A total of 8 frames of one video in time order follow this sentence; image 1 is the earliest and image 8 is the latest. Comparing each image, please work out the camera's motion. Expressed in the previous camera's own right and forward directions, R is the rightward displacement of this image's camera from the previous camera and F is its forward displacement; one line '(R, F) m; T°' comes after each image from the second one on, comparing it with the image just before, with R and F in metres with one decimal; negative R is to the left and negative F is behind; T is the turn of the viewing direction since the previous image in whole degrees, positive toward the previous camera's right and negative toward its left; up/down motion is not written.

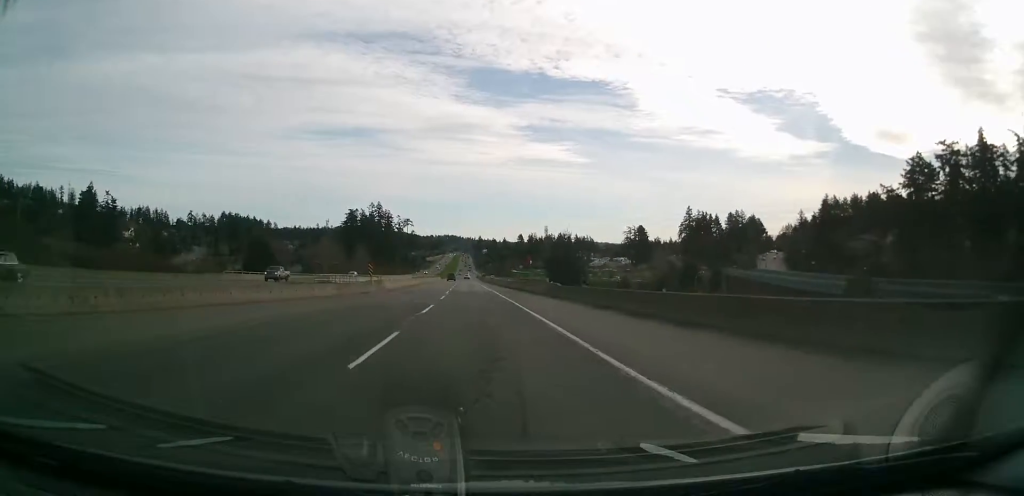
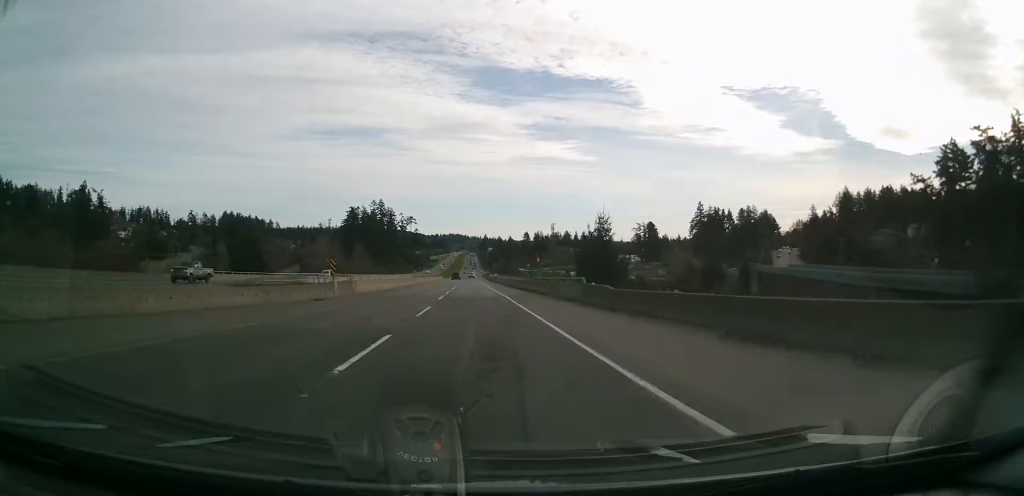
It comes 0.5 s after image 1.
(-0.1, +13.7) m; -1°
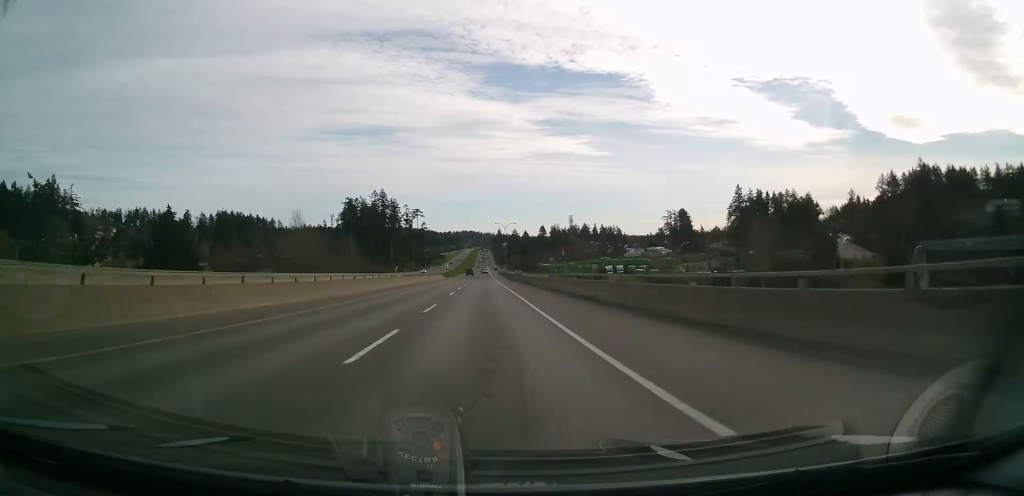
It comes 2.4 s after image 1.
(-0.8, +48.9) m; -1°
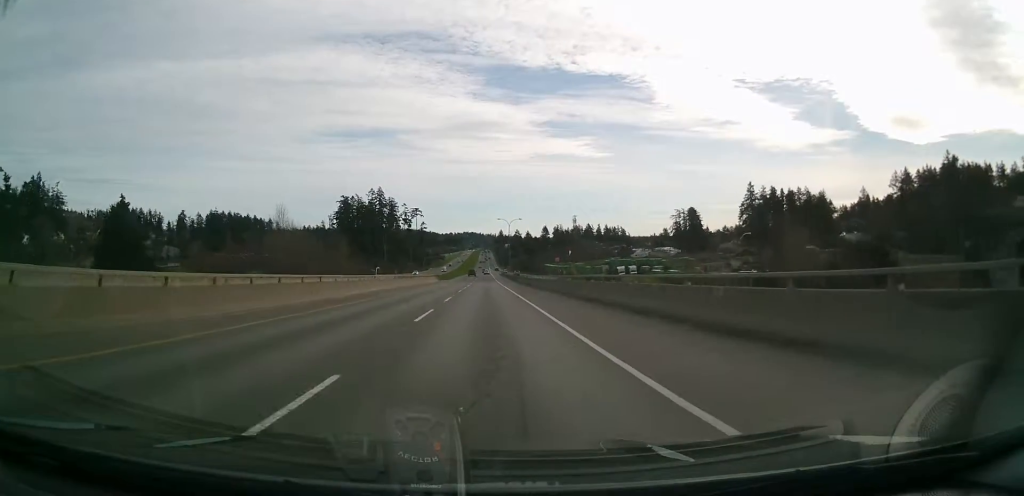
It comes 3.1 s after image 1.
(+0.4, +17.1) m; -1°
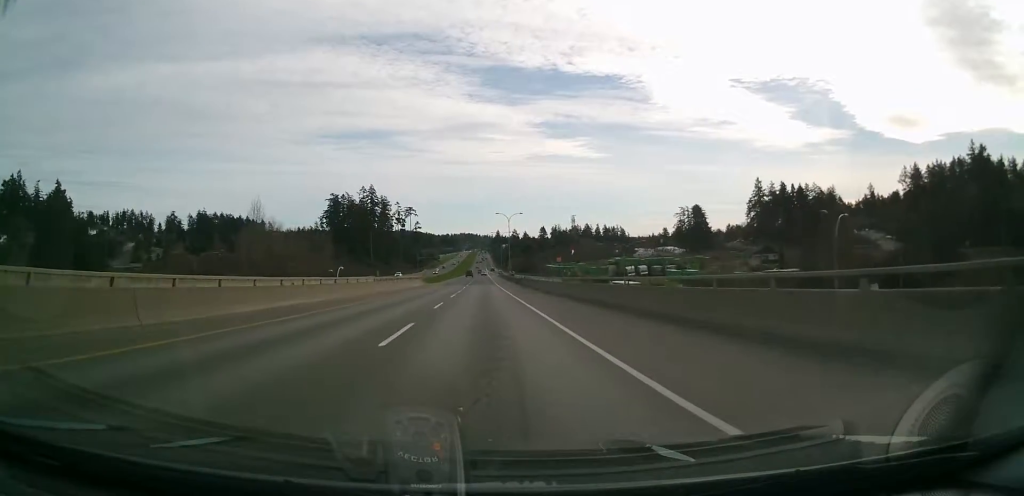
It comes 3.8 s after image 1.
(-0.5, +17.2) m; -1°
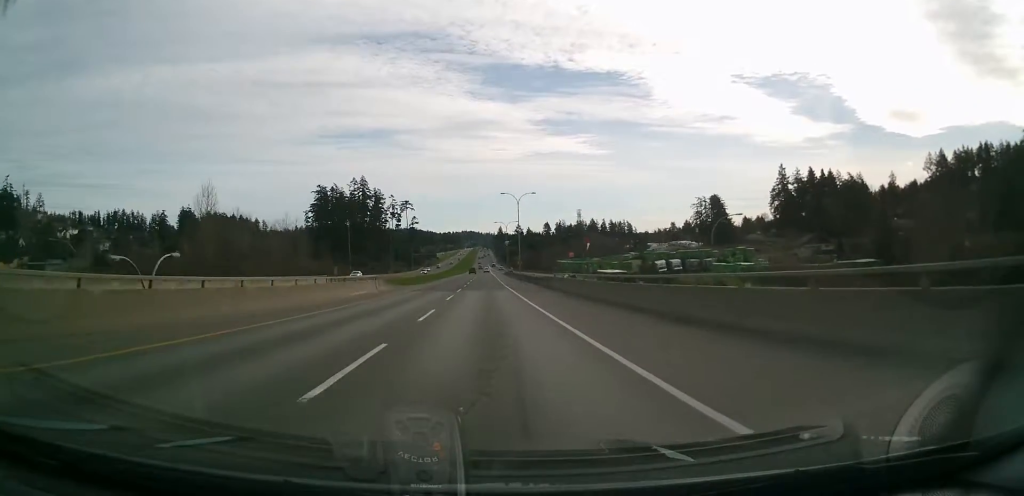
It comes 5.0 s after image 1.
(0.0, +31.1) m; 0°
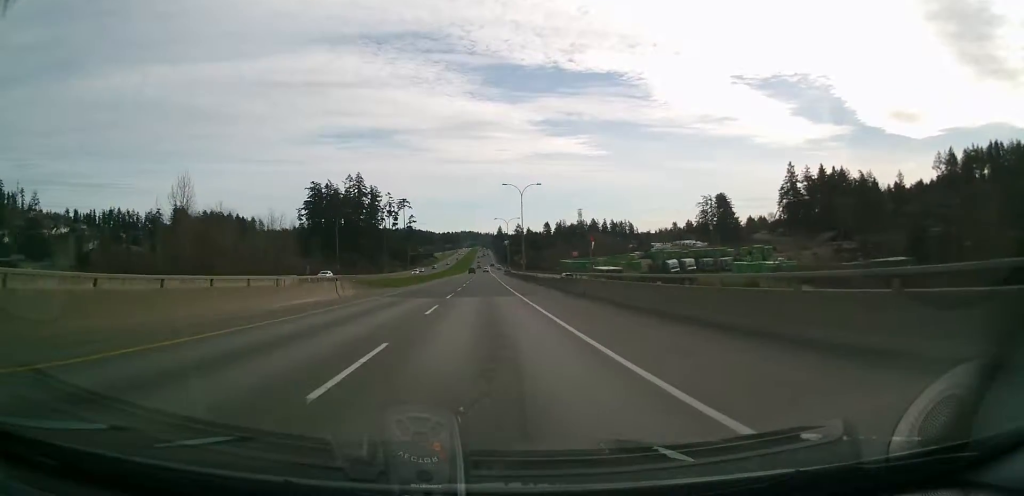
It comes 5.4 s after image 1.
(+0.1, +11.2) m; 0°
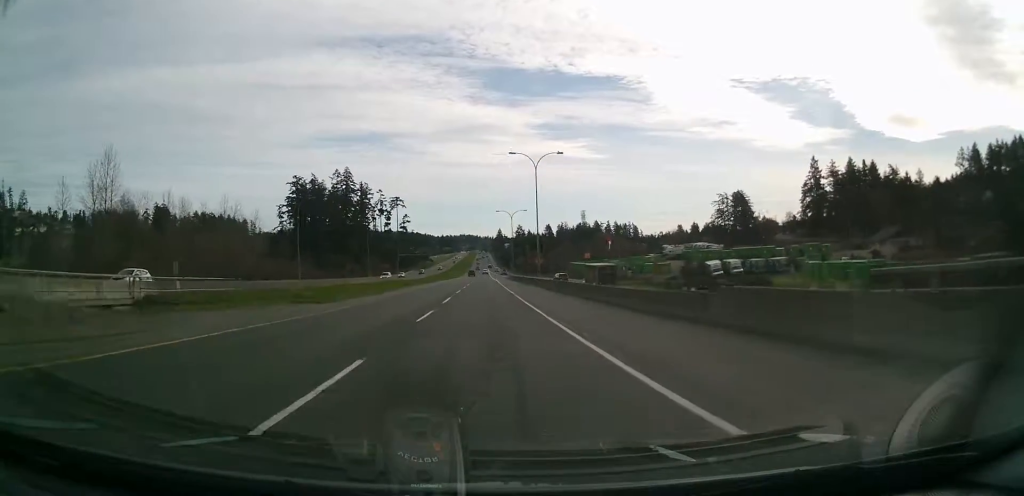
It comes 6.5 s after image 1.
(0.0, +27.6) m; 0°
